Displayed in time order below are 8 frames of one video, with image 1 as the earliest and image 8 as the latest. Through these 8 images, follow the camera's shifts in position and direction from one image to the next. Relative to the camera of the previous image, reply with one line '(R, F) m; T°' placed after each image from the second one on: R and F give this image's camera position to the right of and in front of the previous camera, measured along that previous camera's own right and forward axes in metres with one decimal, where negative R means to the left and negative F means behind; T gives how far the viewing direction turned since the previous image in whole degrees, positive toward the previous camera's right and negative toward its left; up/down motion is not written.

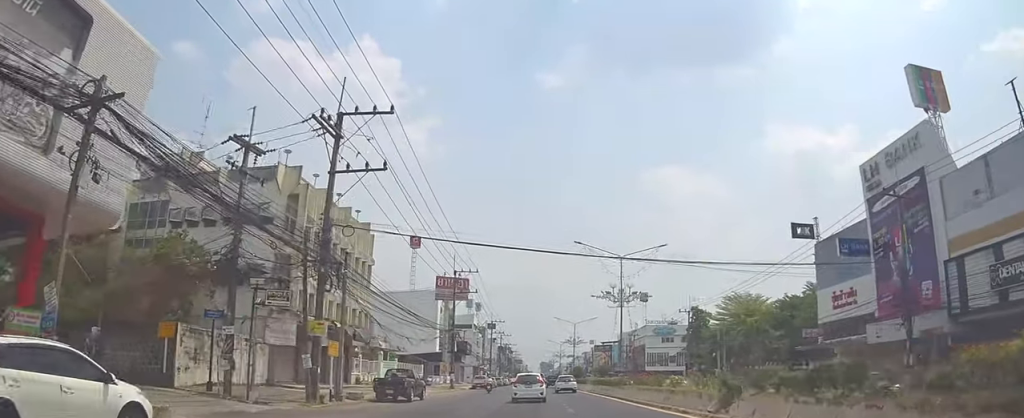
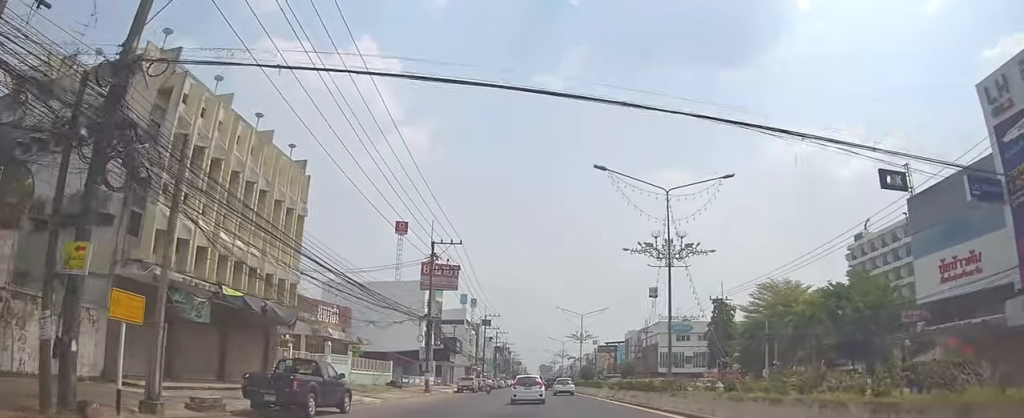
(0.0, +14.9) m; 0°
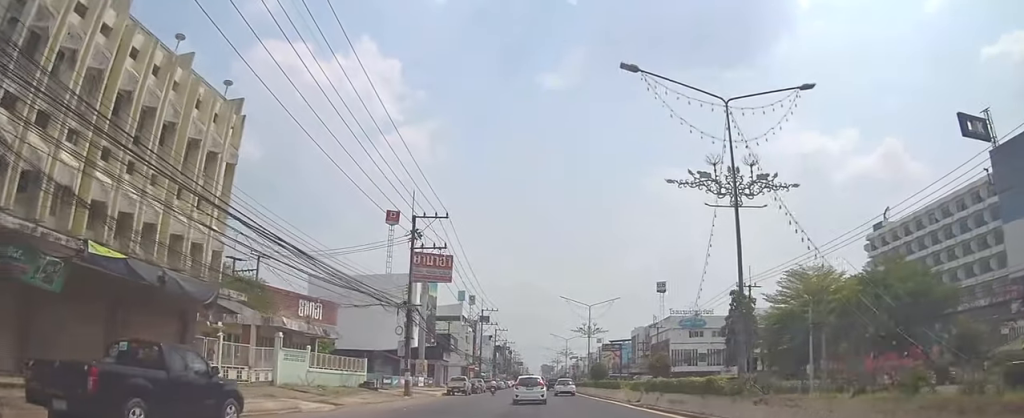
(0.0, +9.0) m; 0°
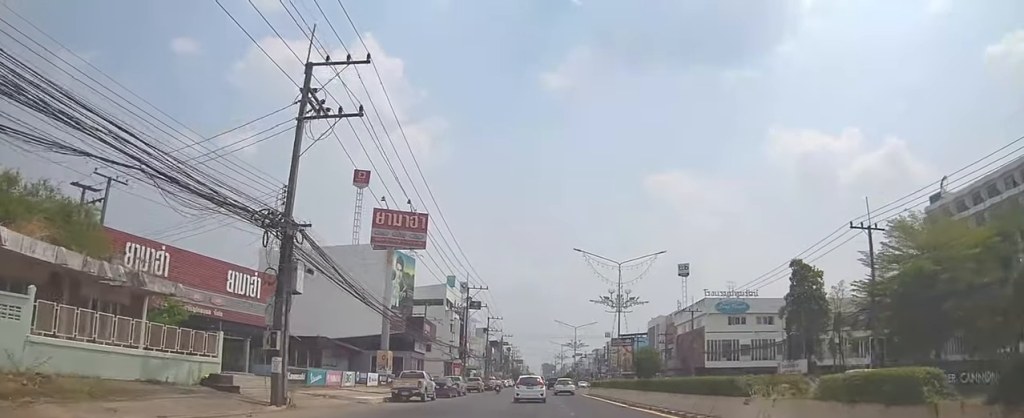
(-0.4, +23.3) m; +1°
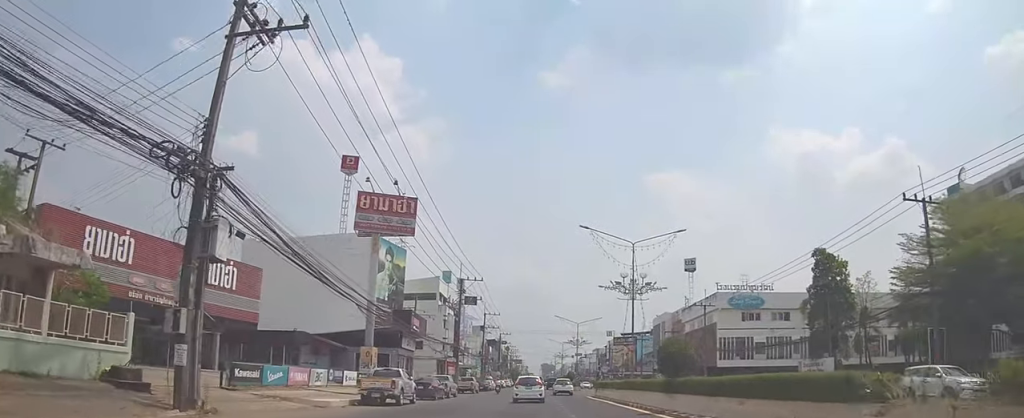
(+0.2, +6.2) m; 0°
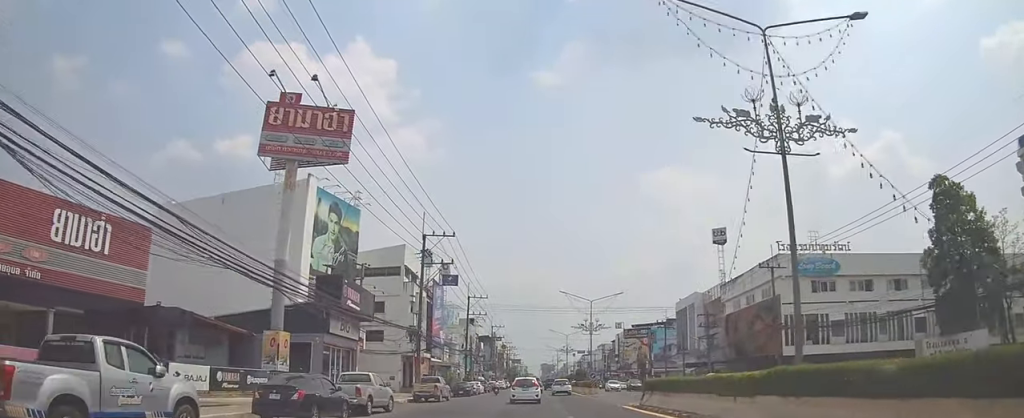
(-0.3, +22.0) m; 0°
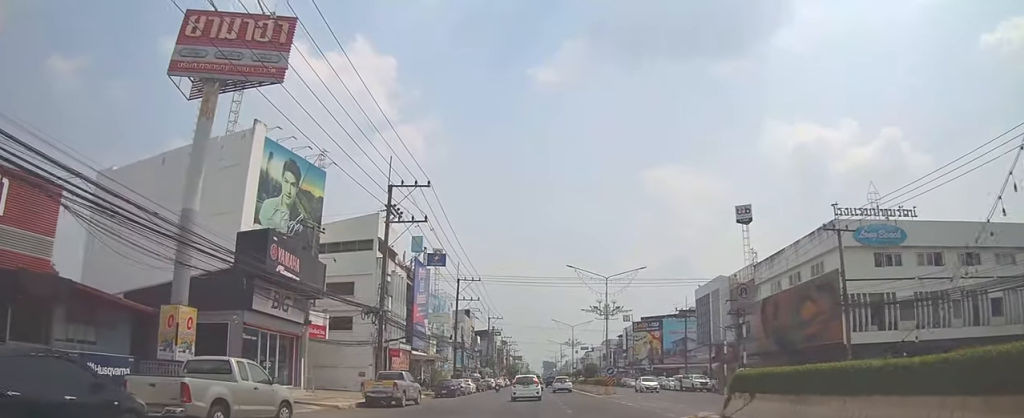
(+0.5, +11.5) m; -1°
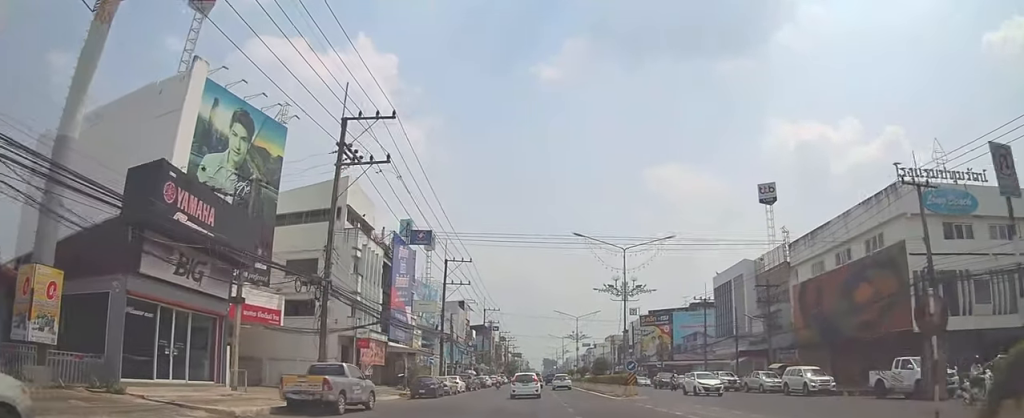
(-0.2, +9.0) m; 0°
